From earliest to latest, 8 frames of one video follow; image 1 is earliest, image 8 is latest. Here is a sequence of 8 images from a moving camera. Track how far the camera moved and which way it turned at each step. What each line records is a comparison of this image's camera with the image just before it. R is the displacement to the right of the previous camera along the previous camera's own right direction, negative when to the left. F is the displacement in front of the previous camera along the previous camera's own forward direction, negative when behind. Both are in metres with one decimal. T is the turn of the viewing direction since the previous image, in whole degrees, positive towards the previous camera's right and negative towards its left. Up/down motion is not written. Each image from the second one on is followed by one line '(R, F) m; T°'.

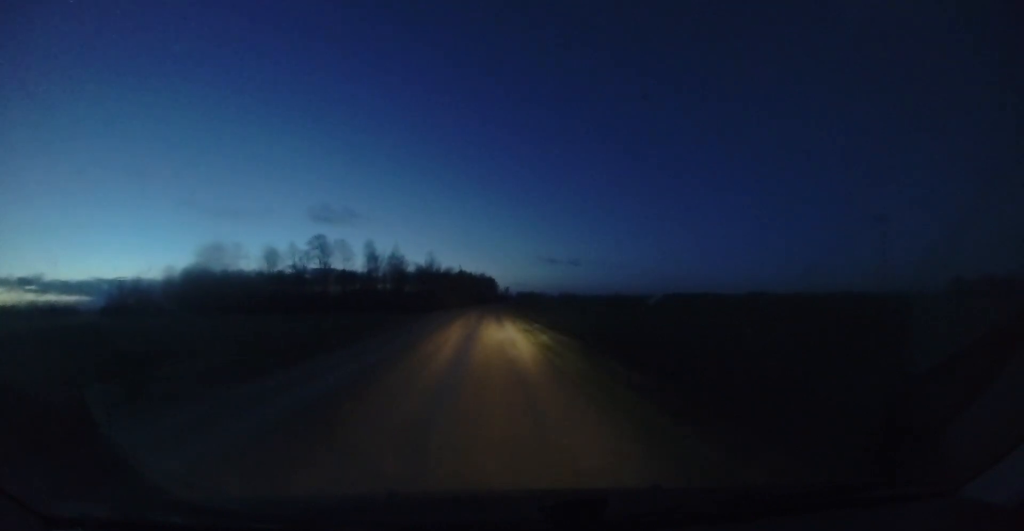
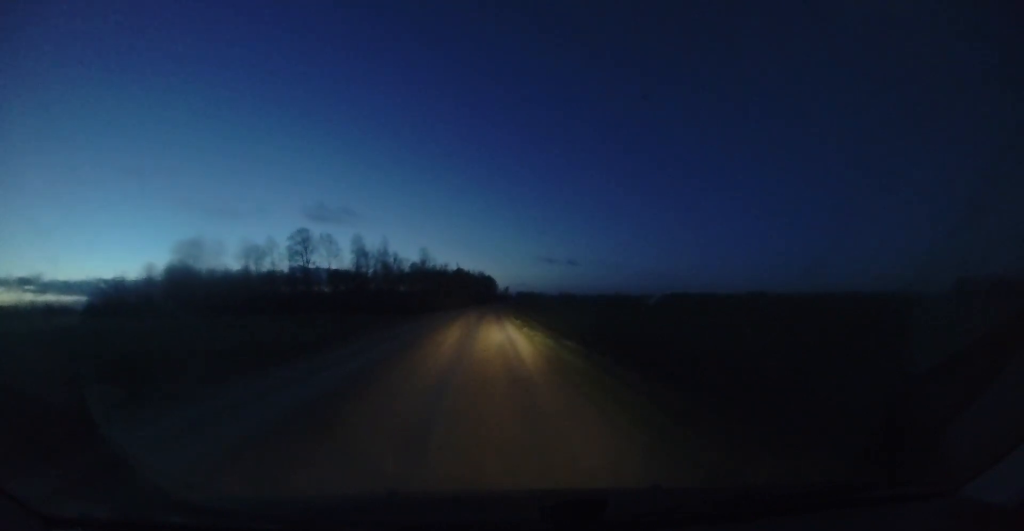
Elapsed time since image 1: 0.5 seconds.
(0.0, +9.2) m; +1°
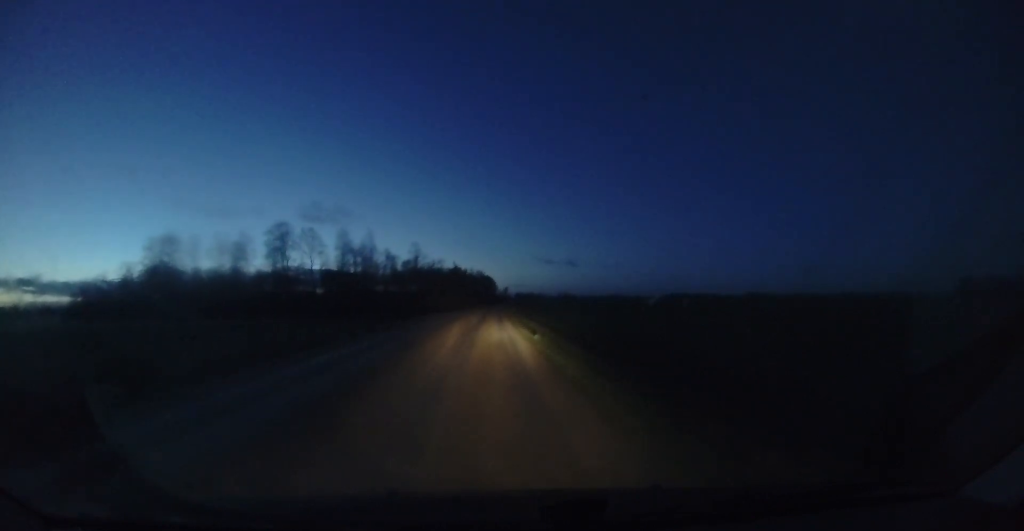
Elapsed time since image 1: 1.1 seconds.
(+0.1, +9.2) m; 0°
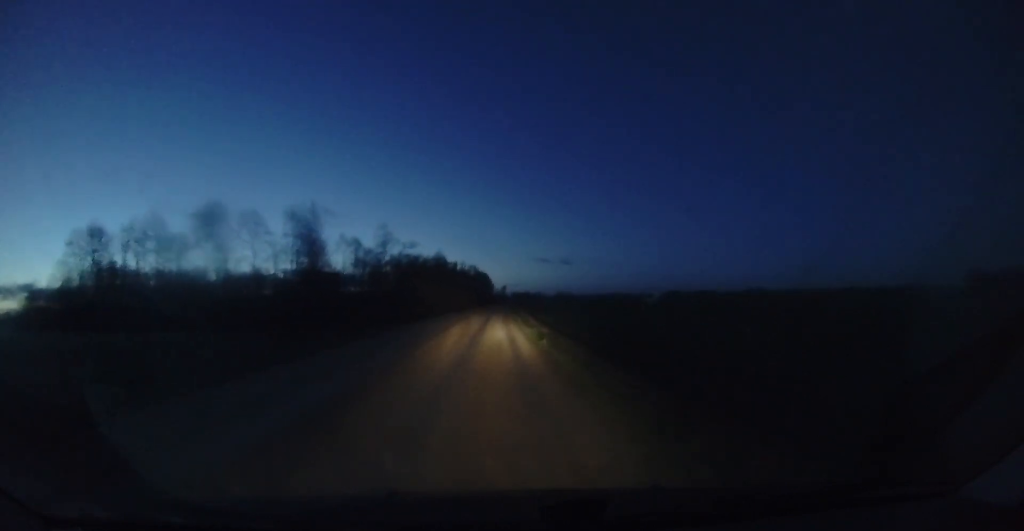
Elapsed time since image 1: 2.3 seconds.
(+0.2, +21.3) m; +1°
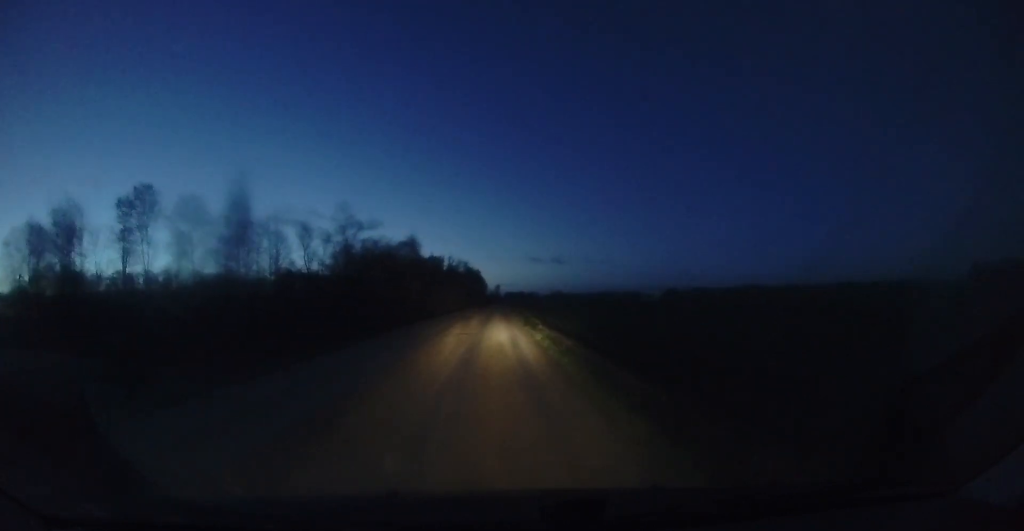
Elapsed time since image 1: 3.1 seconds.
(+0.2, +13.8) m; +1°
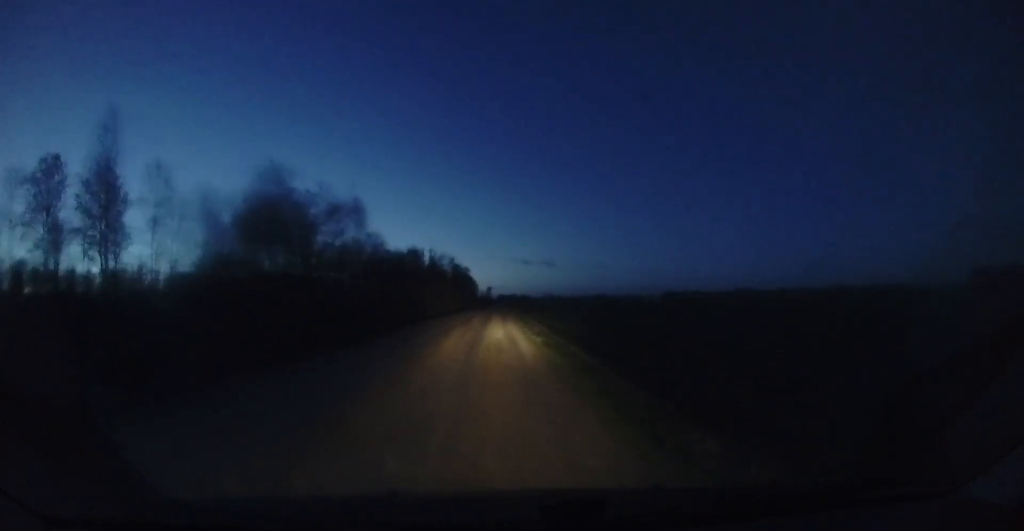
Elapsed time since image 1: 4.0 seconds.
(+0.1, +15.0) m; 0°
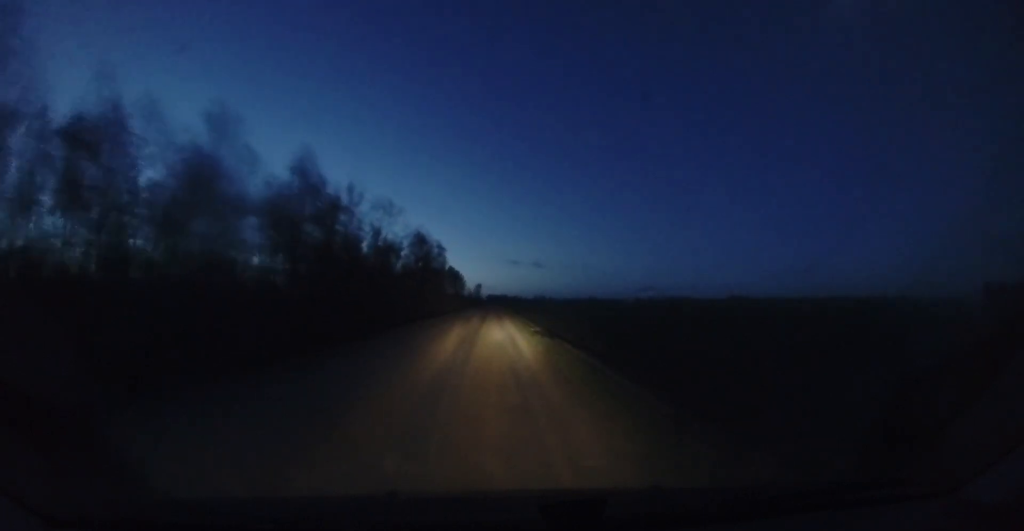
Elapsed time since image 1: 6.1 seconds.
(+0.4, +36.5) m; +1°
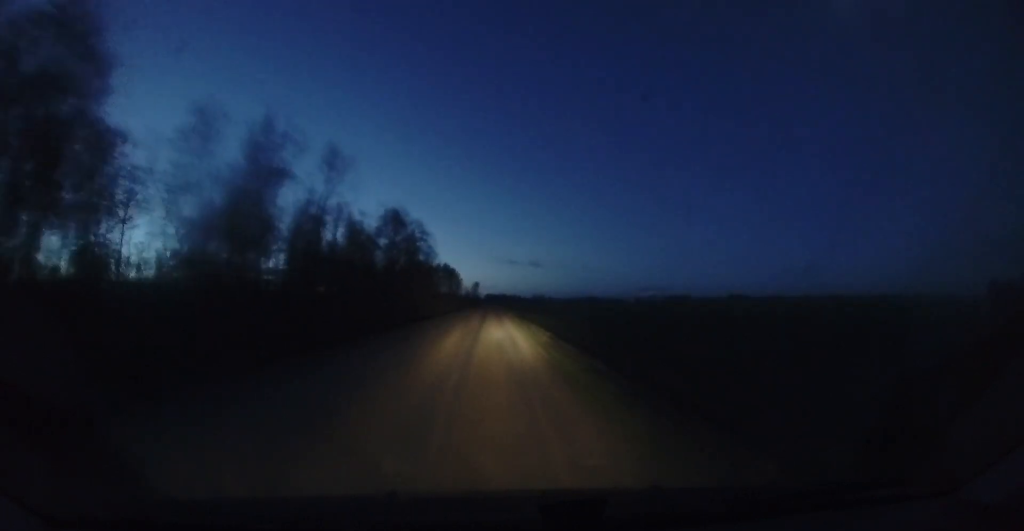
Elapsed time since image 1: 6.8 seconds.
(0.0, +12.6) m; 0°
